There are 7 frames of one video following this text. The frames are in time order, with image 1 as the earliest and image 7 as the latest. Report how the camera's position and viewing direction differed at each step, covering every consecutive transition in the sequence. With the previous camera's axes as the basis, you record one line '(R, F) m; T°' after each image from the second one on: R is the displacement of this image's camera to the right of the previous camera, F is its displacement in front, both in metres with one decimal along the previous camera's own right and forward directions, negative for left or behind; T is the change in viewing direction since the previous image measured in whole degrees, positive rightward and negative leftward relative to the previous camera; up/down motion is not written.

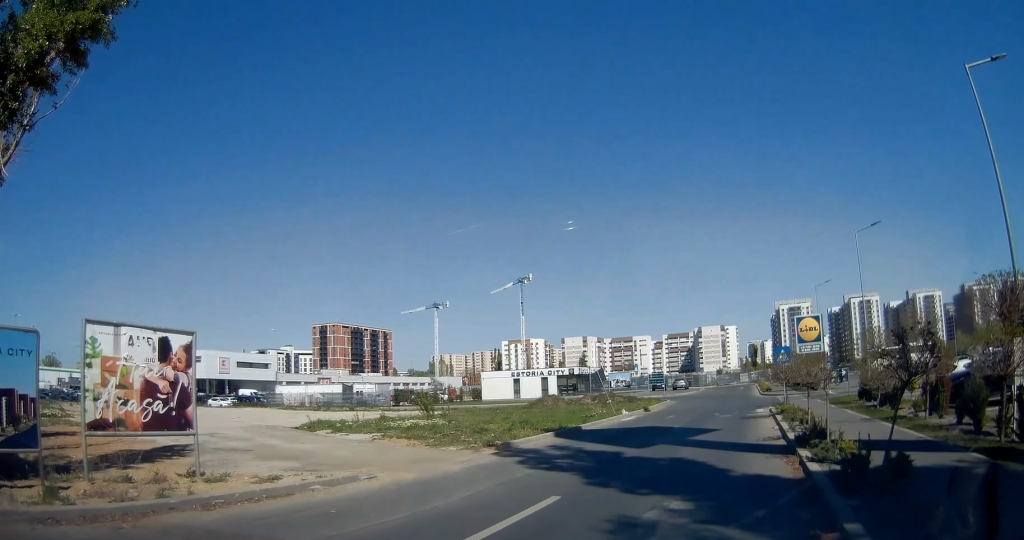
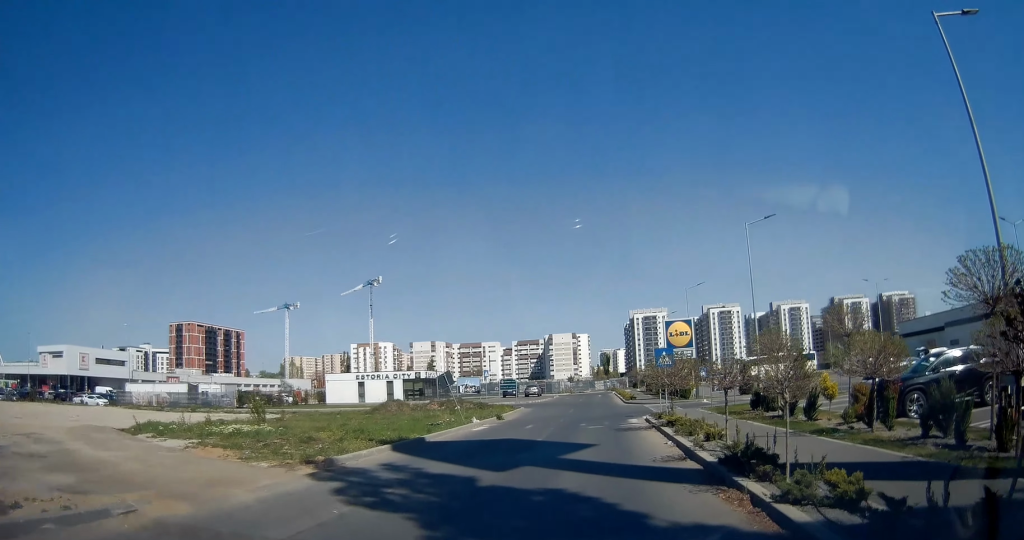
(+0.4, +3.4) m; +12°
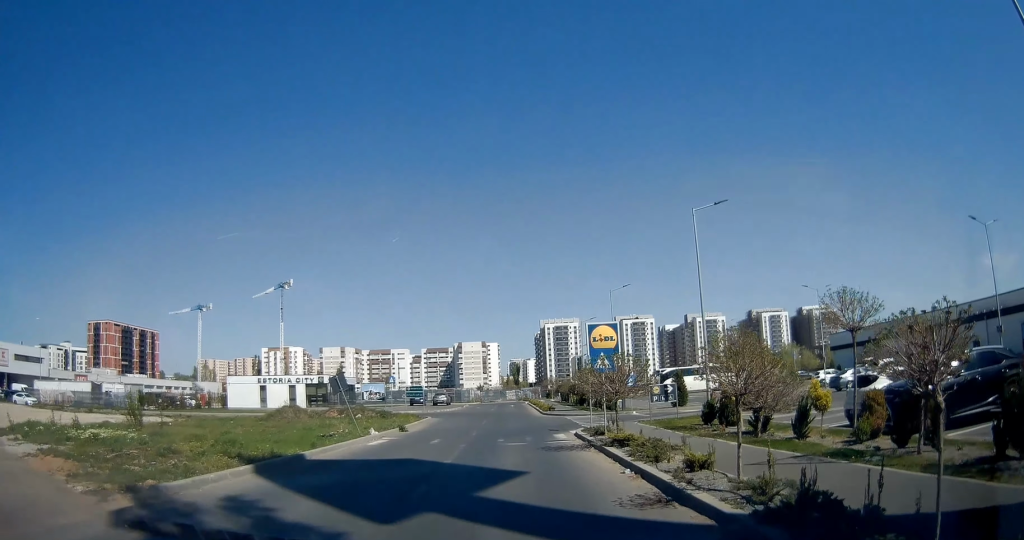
(+0.4, +3.8) m; +7°
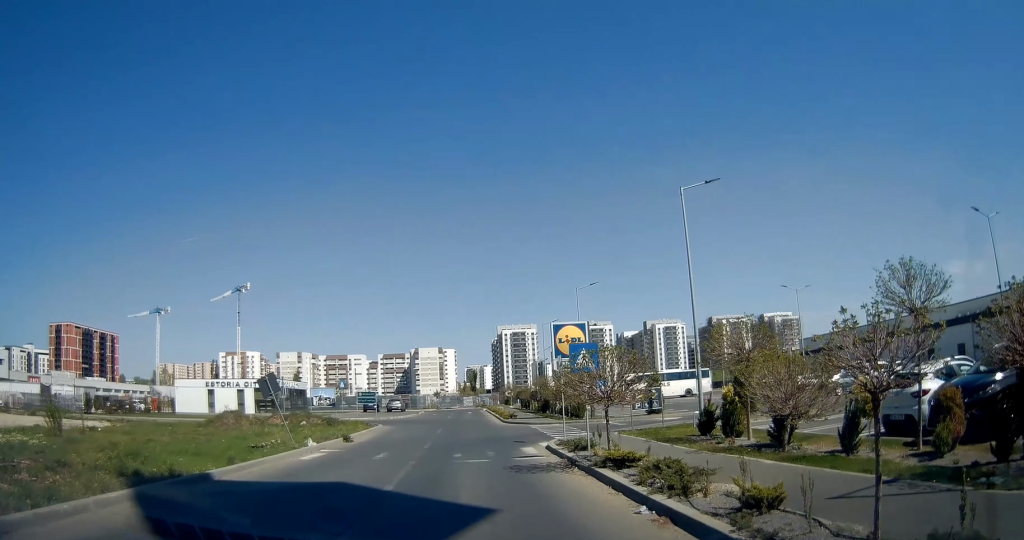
(+0.1, +3.2) m; +1°
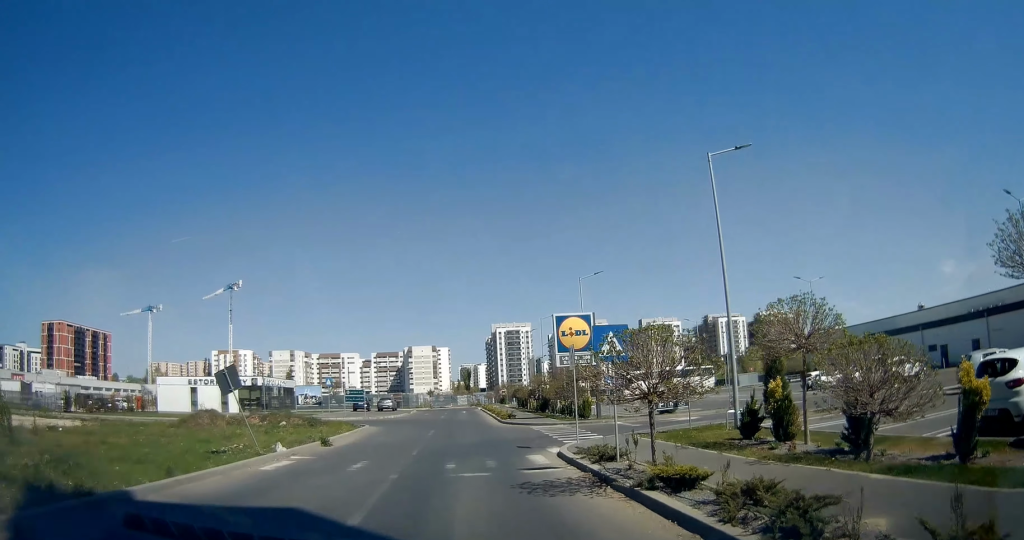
(-0.1, +2.8) m; -1°
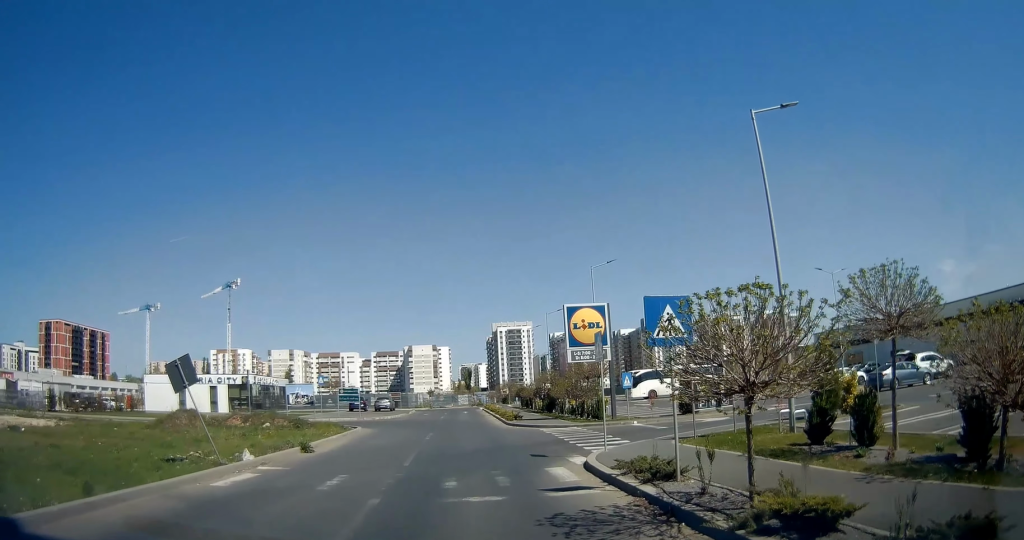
(0.0, +2.9) m; -1°
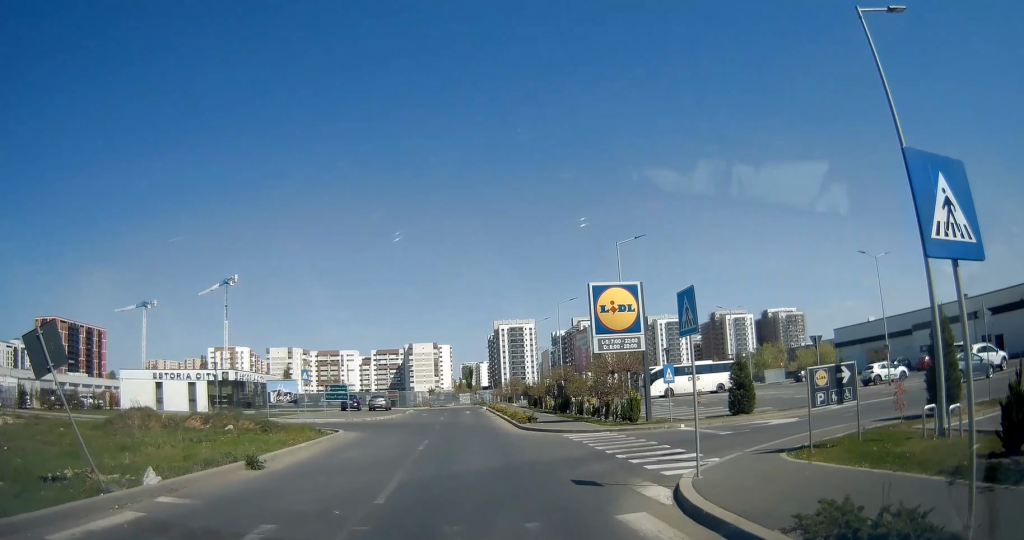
(-0.1, +5.1) m; +1°
